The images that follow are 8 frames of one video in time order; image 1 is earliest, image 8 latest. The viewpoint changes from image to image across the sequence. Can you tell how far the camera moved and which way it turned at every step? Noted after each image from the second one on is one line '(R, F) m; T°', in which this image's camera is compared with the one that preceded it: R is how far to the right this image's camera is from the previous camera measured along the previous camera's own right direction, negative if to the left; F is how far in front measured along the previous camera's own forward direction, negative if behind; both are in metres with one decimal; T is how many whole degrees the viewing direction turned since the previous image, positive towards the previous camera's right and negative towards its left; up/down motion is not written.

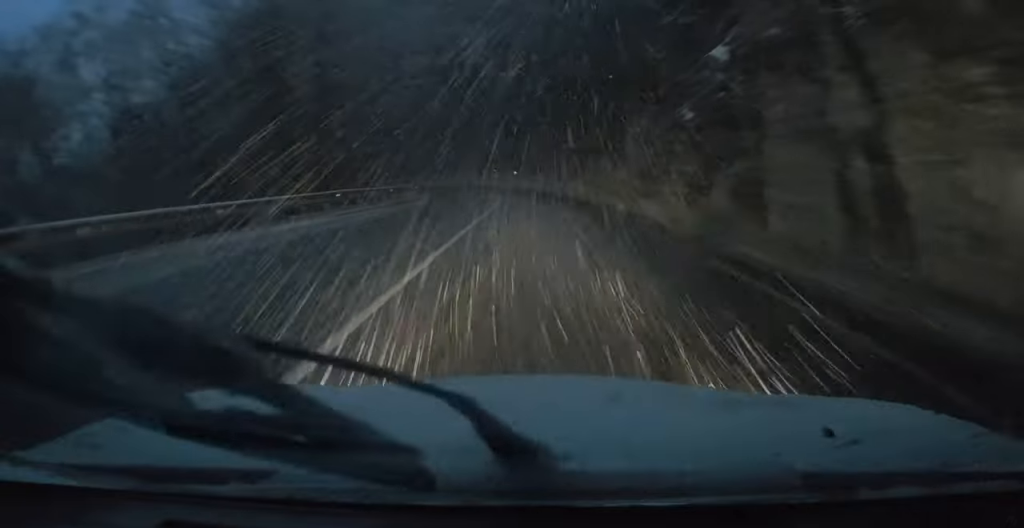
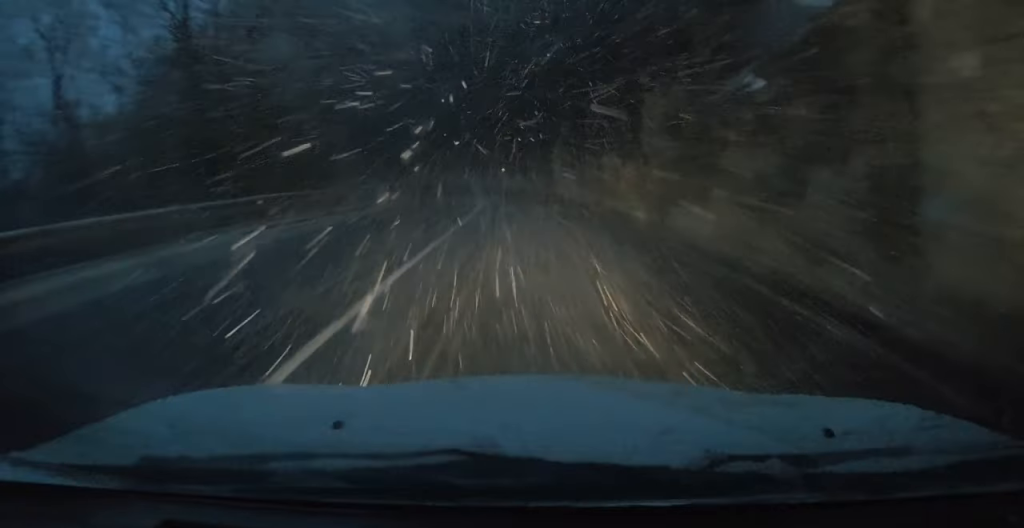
(+0.1, +5.1) m; 0°
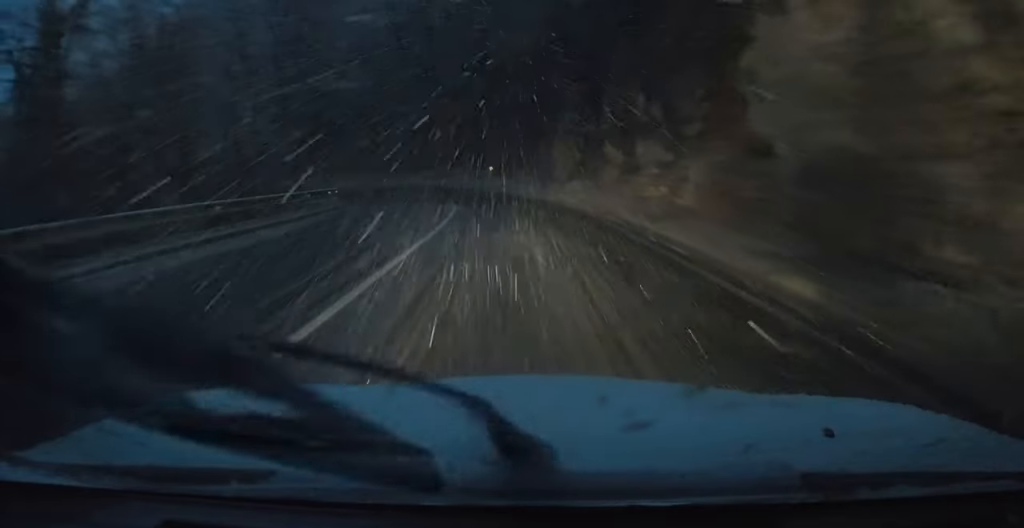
(0.0, +8.9) m; -1°
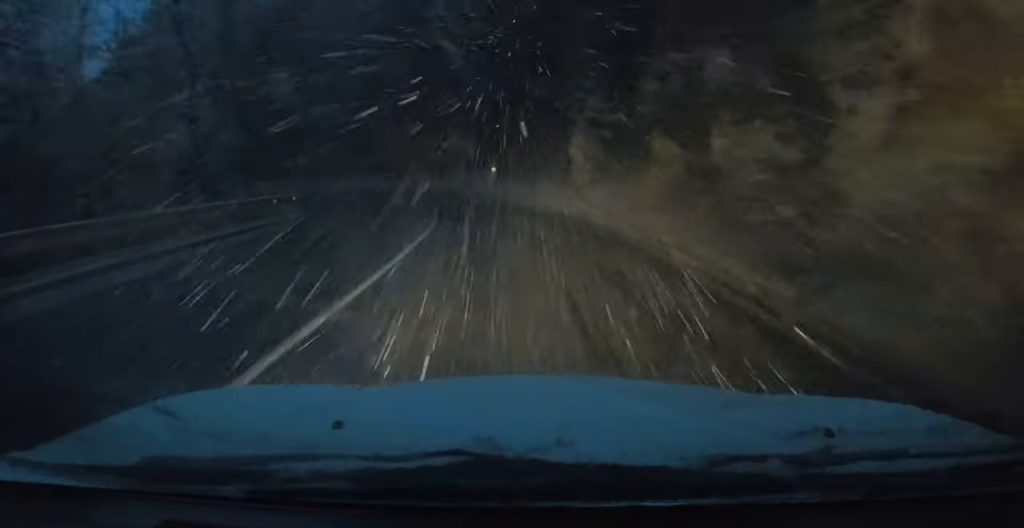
(-0.1, +5.9) m; -3°
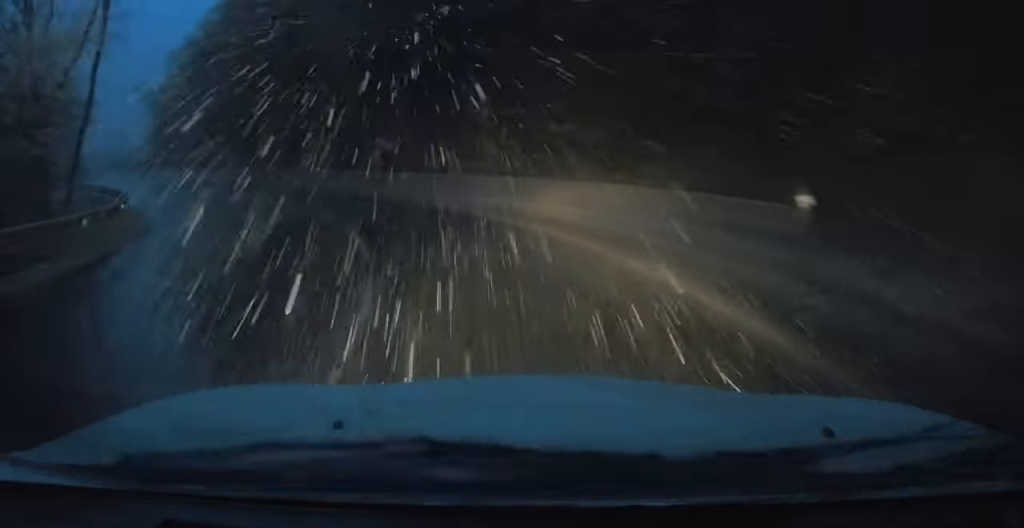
(-4.2, +20.9) m; -32°
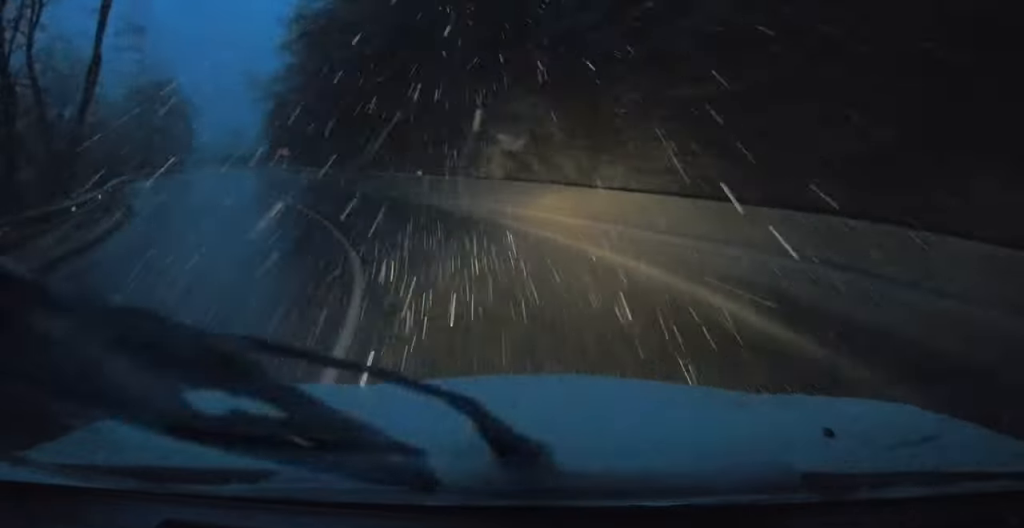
(-1.3, +7.7) m; -12°
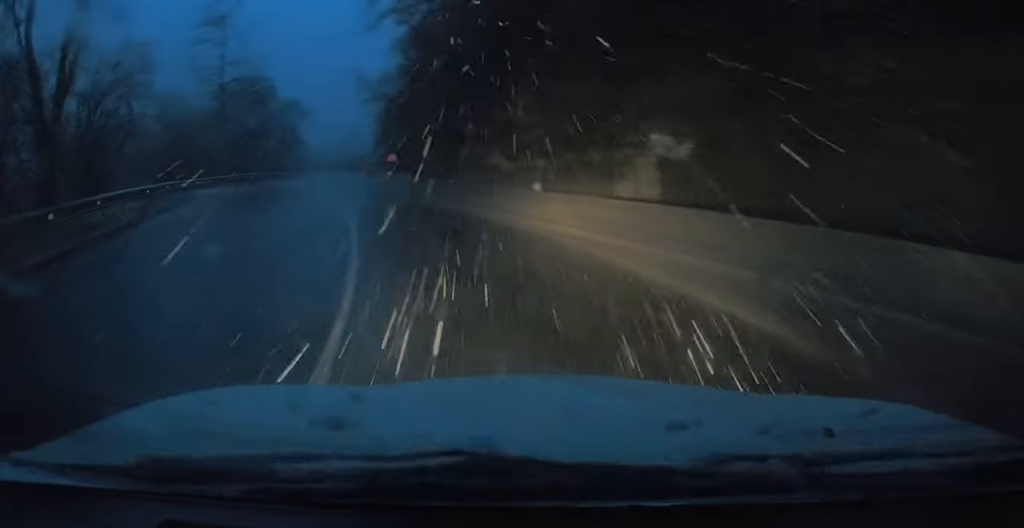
(-0.1, +6.2) m; -5°
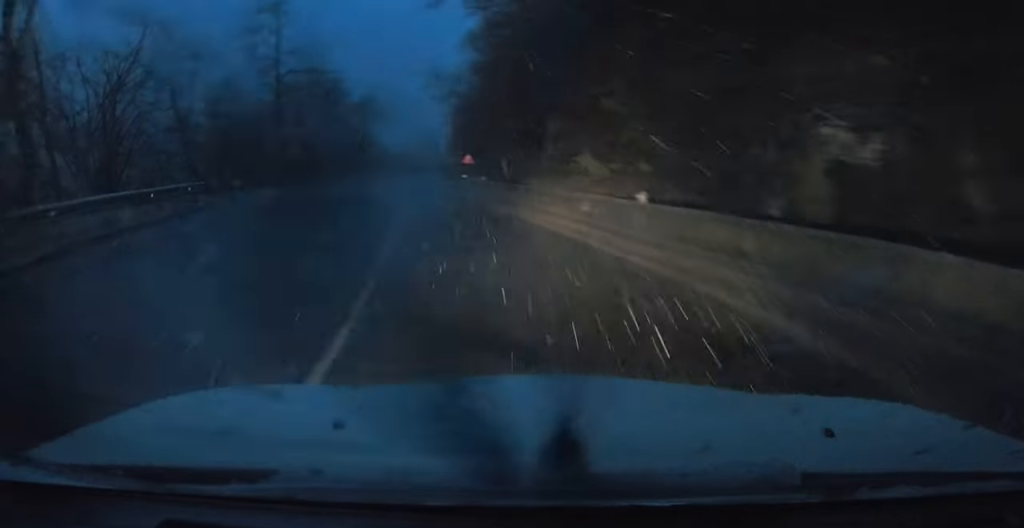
(-0.2, +4.3) m; -3°
